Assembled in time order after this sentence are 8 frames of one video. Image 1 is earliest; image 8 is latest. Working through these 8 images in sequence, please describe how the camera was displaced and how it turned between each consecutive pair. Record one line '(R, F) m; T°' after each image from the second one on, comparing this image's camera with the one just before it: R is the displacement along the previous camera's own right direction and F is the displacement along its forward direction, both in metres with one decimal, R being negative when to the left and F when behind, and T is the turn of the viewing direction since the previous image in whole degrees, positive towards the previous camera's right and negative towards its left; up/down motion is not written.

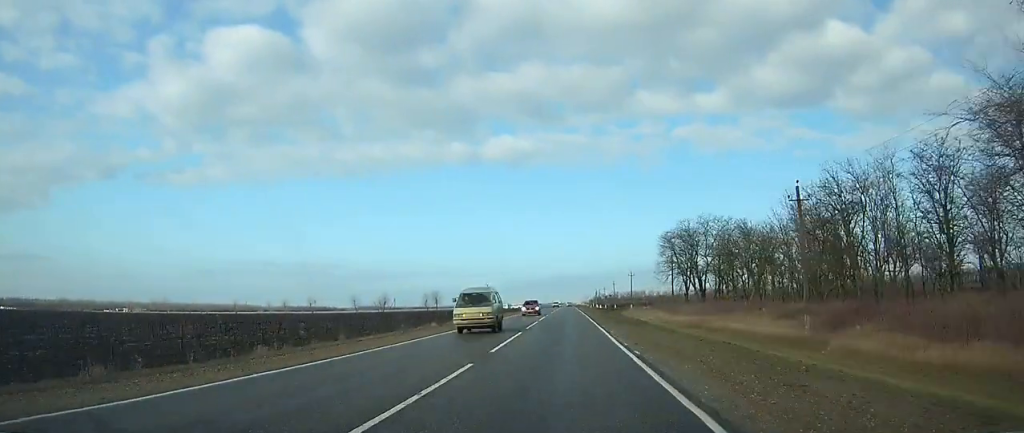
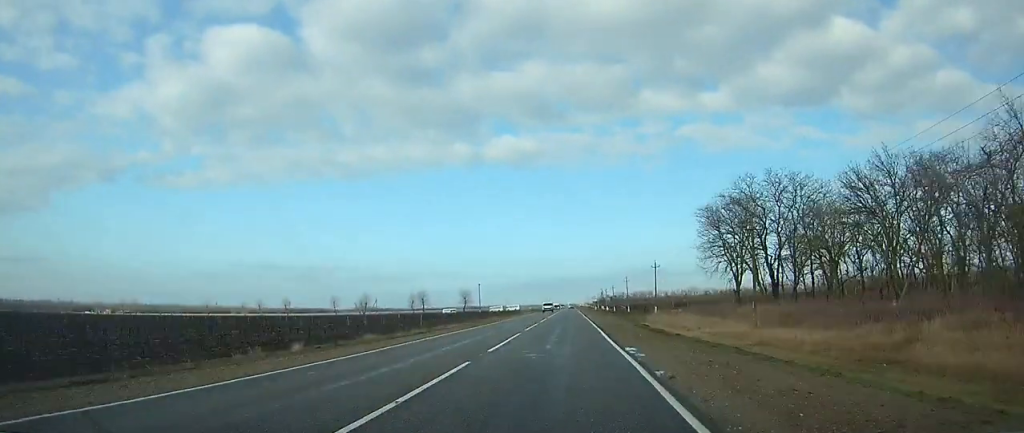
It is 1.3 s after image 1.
(-0.2, +35.3) m; 0°
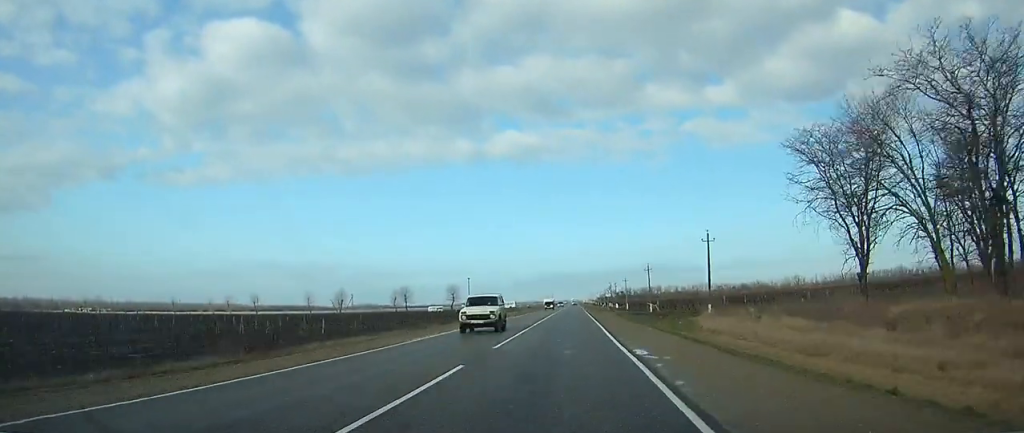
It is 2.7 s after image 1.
(-0.1, +37.1) m; 0°
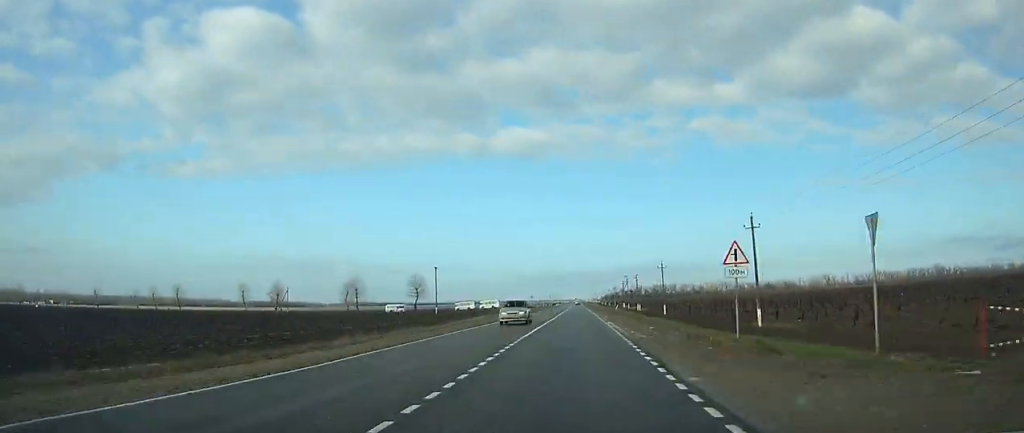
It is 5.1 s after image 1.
(-0.2, +63.5) m; 0°
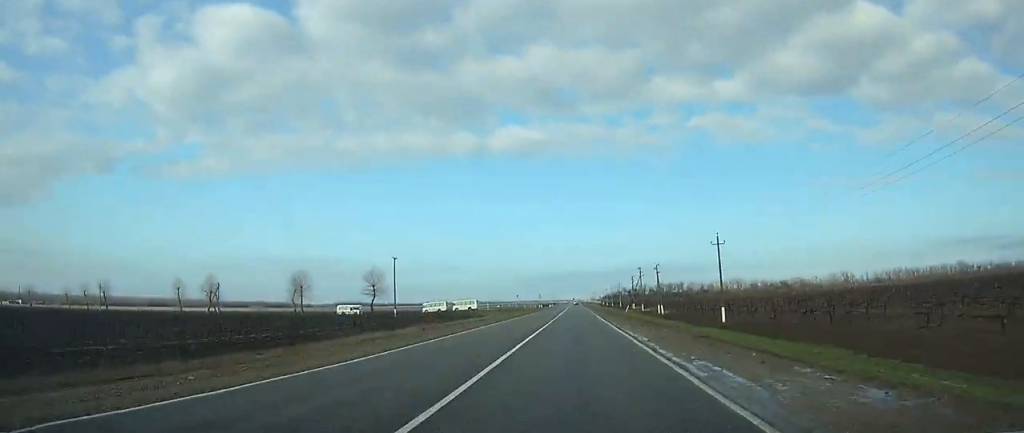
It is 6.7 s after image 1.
(0.0, +40.7) m; 0°
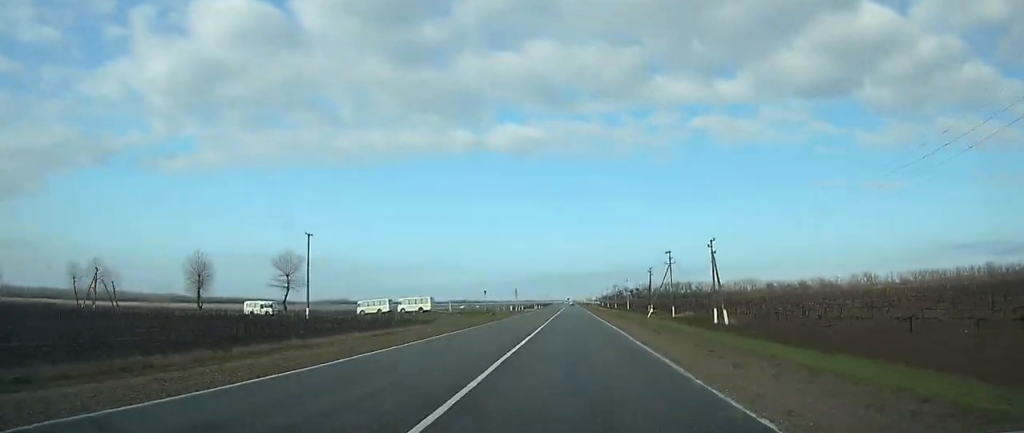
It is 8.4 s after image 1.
(+0.1, +46.3) m; 0°
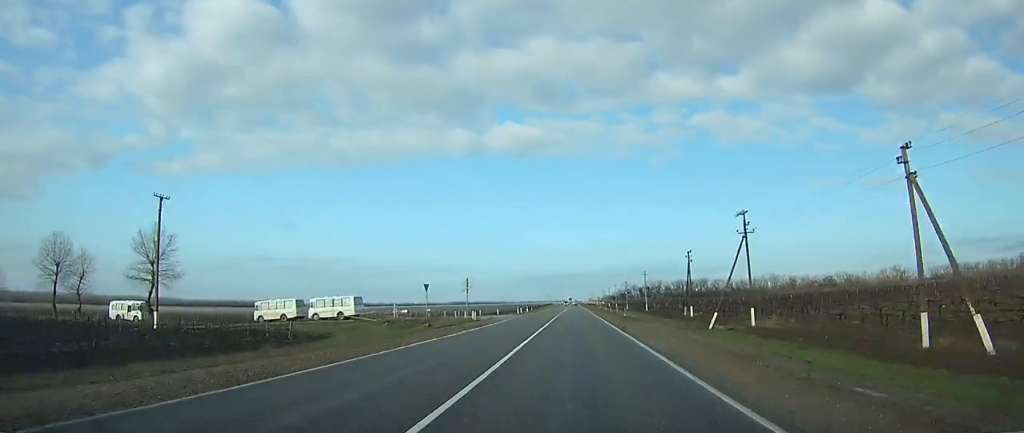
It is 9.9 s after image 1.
(0.0, +39.3) m; 0°
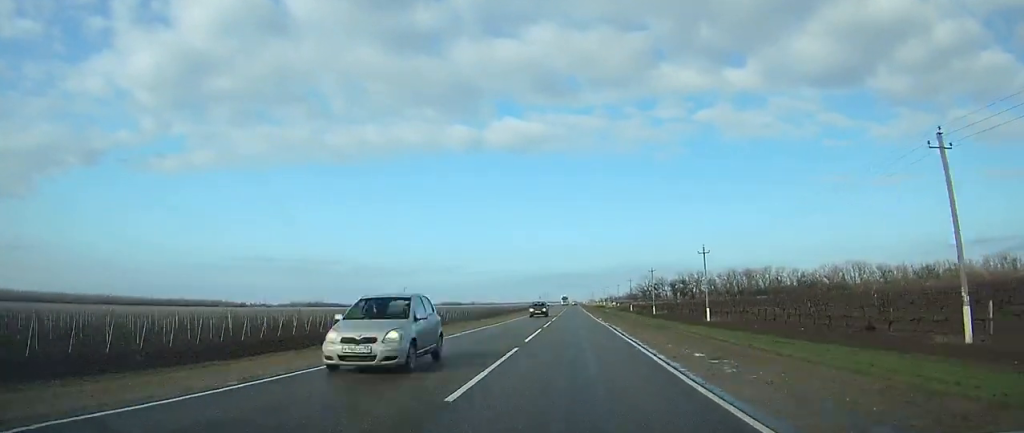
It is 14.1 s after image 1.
(+0.2, +113.7) m; 0°
